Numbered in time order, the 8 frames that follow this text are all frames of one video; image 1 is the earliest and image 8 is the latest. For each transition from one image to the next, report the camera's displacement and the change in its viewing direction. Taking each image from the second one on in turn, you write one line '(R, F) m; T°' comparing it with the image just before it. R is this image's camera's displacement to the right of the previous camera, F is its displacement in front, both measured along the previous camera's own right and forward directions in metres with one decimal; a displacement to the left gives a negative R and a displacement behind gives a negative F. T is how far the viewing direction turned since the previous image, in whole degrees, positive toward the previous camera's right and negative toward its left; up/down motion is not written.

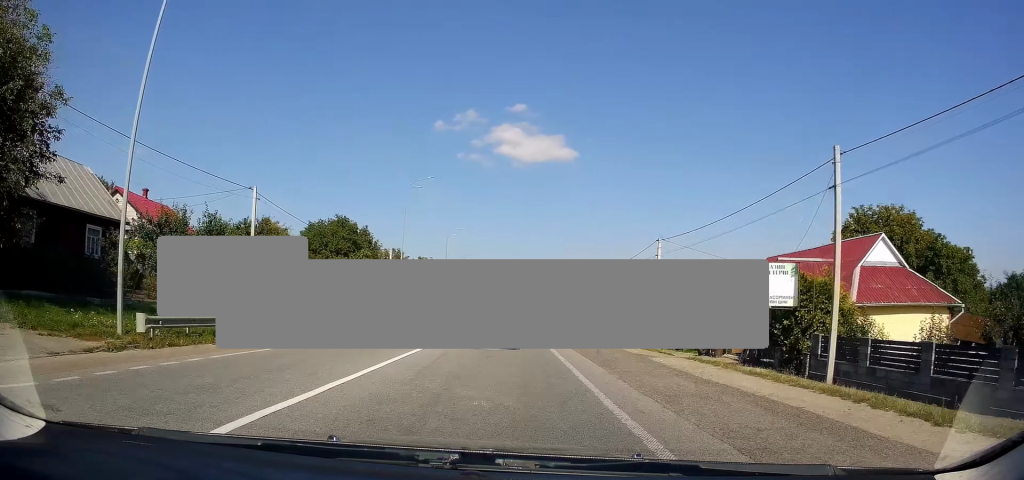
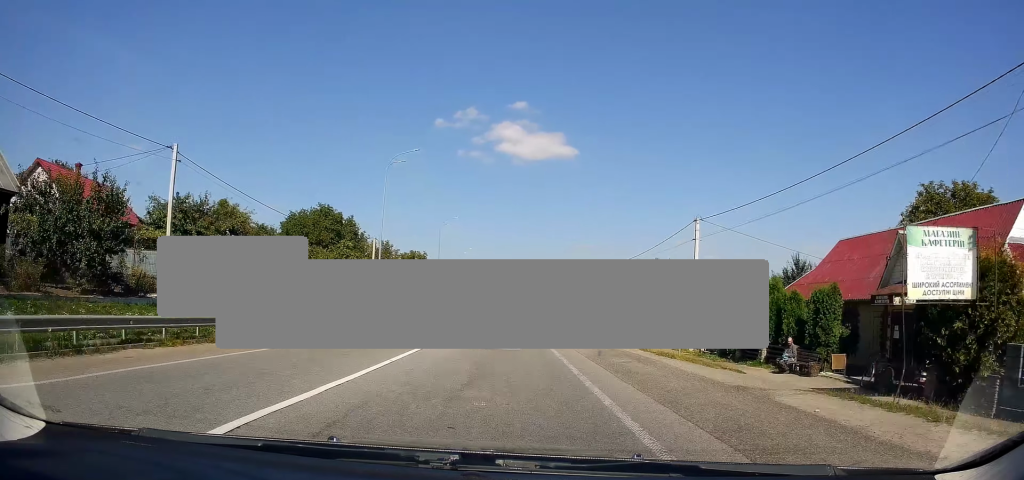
(0.0, +9.2) m; 0°
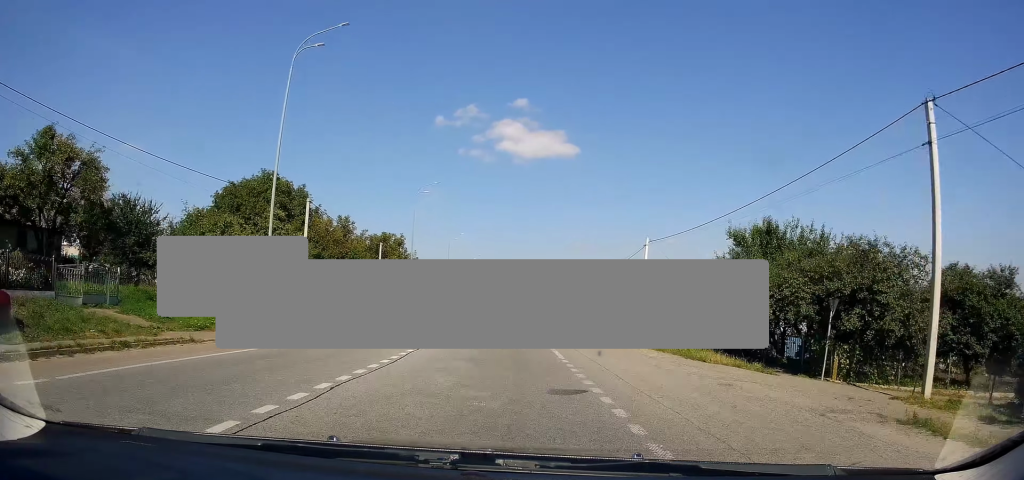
(-0.2, +21.5) m; -2°
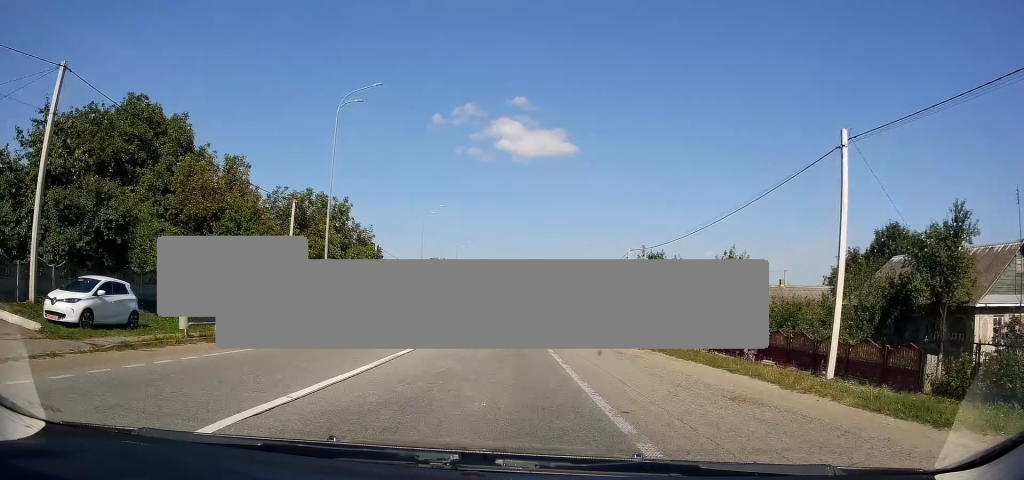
(-0.1, +27.2) m; +1°
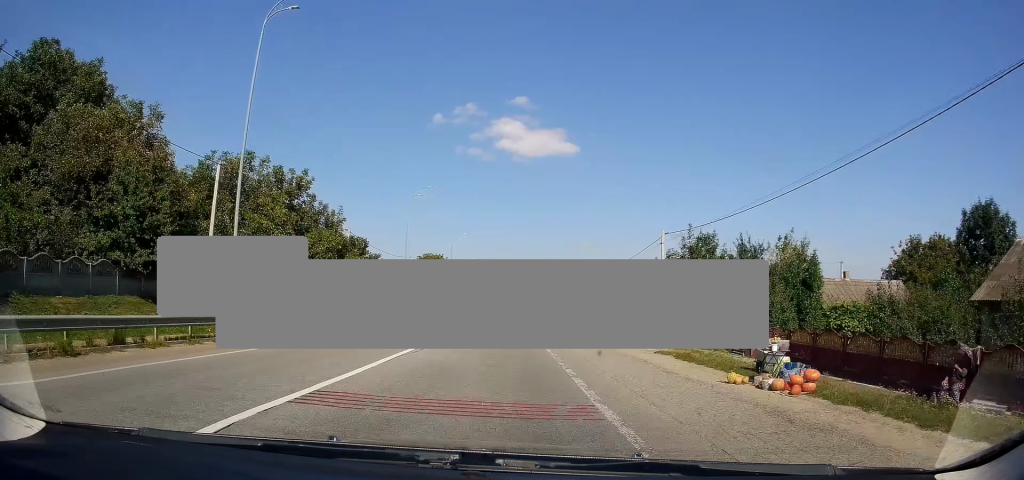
(+0.3, +11.1) m; 0°
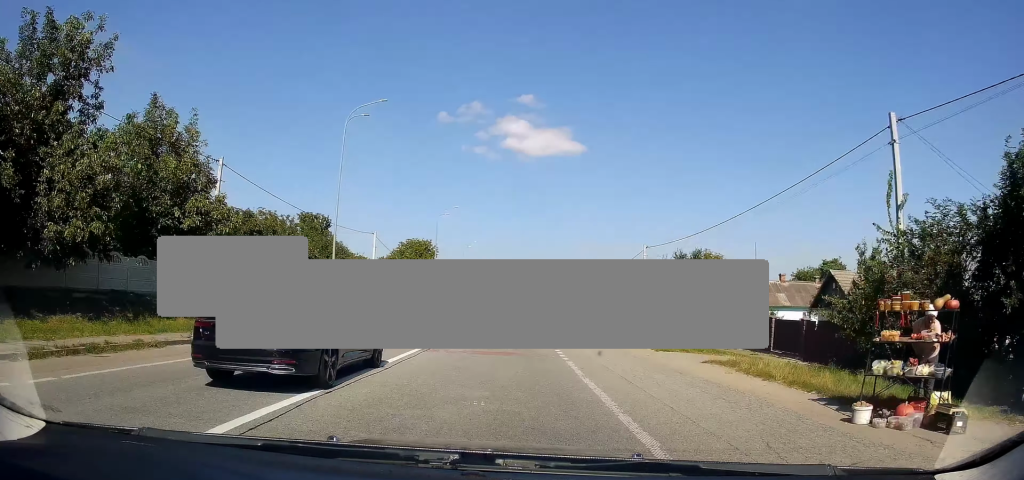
(-0.6, +26.4) m; -2°
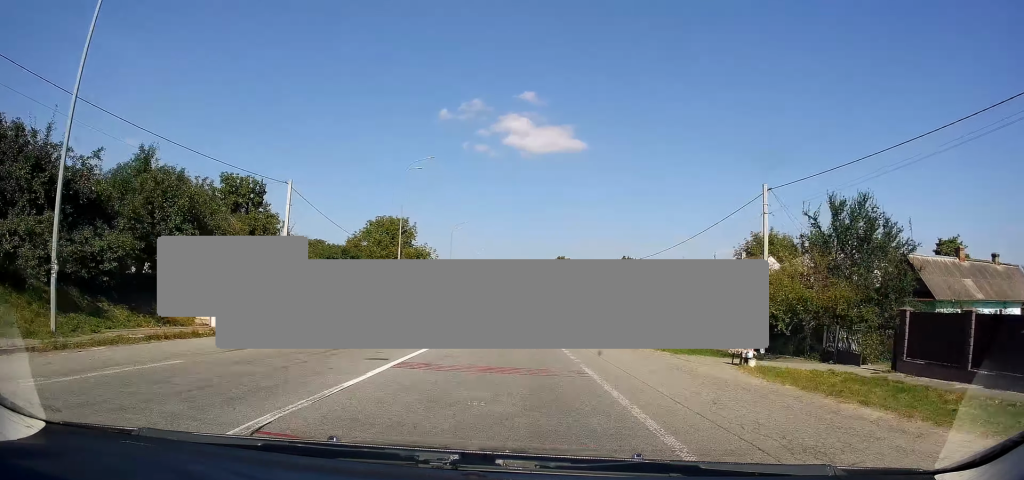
(0.0, +24.5) m; 0°
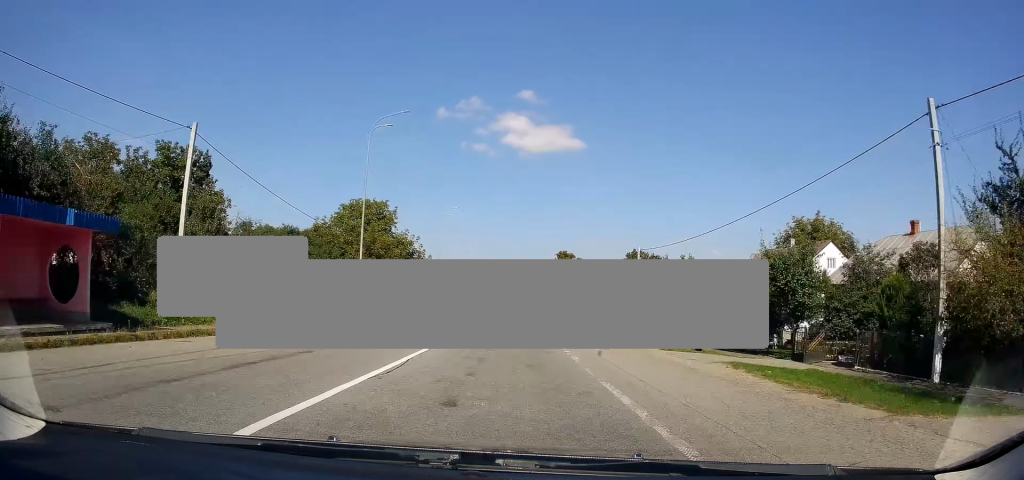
(0.0, +11.9) m; 0°
